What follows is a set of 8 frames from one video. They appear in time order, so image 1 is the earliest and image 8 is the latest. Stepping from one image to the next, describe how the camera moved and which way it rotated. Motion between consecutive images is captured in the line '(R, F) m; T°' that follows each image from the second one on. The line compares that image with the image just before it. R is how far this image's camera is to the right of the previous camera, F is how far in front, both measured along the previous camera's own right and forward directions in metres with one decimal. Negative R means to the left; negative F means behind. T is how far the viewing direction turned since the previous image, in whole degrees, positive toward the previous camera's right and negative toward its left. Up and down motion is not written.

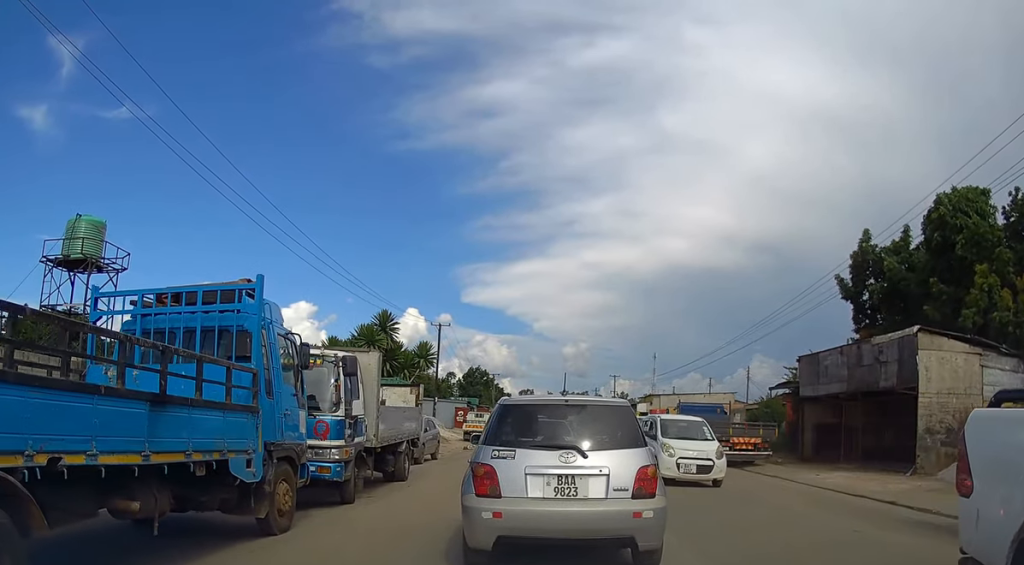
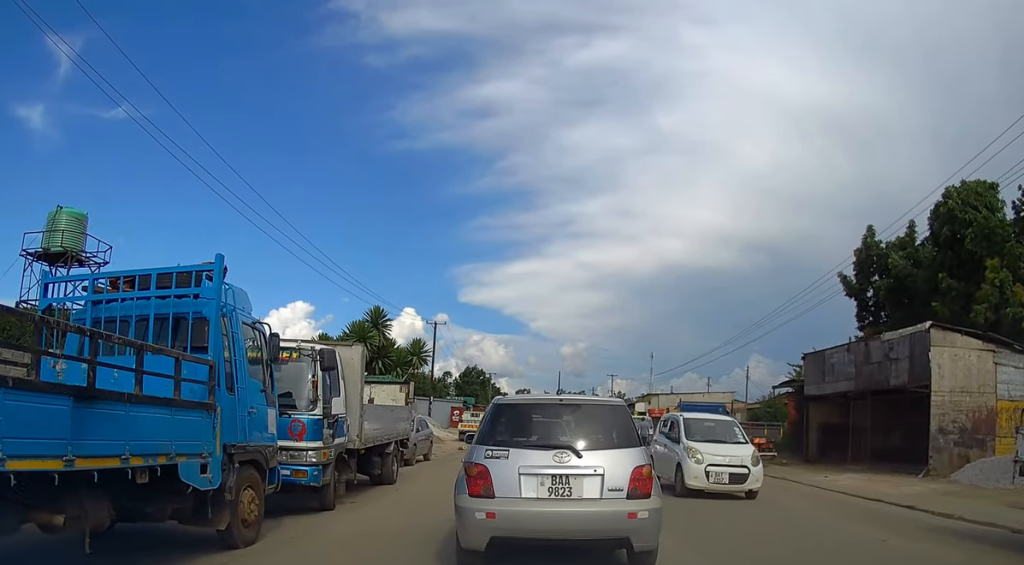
(+0.1, +0.9) m; +1°
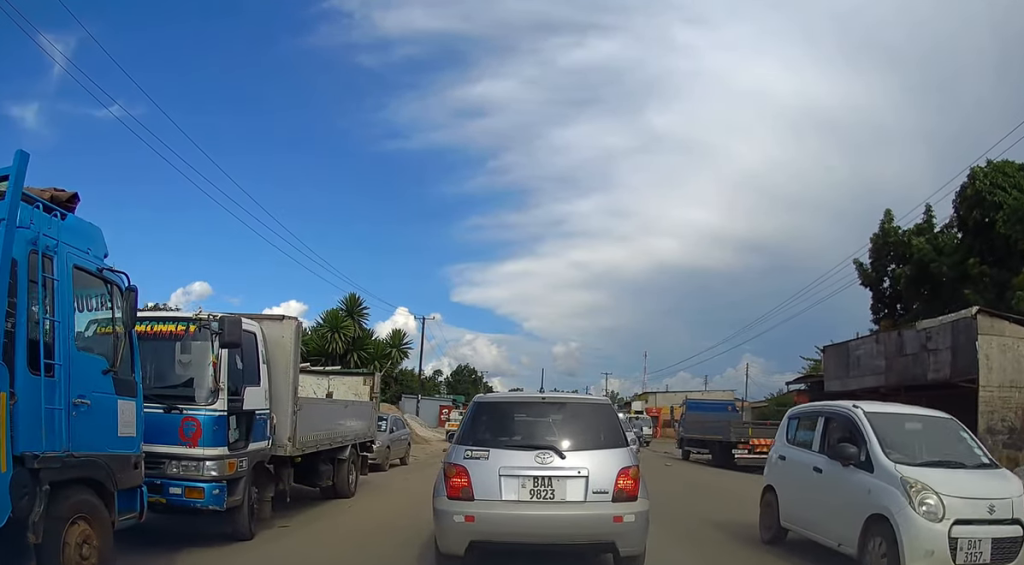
(0.0, +2.8) m; -4°
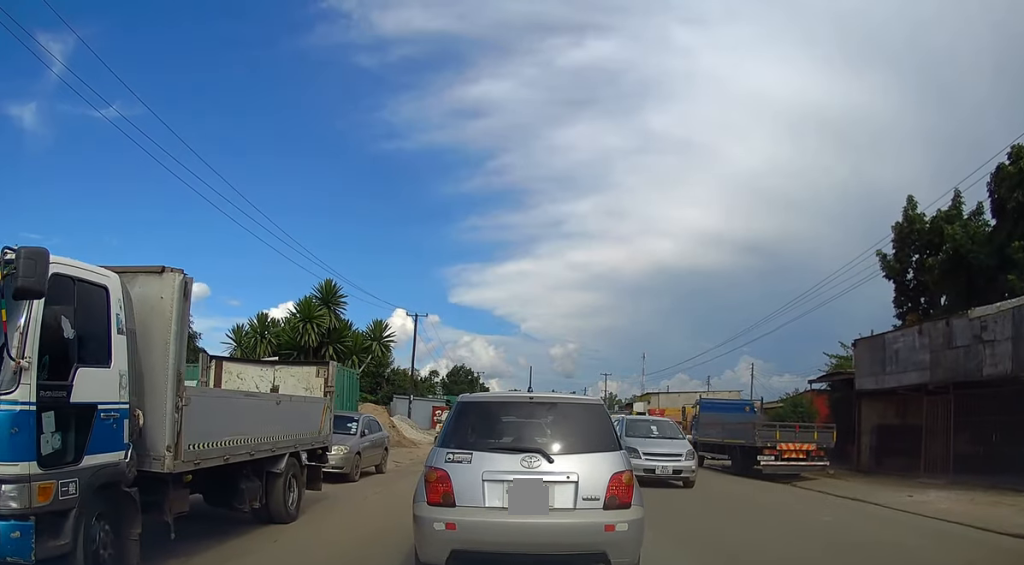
(-0.1, +2.9) m; +1°
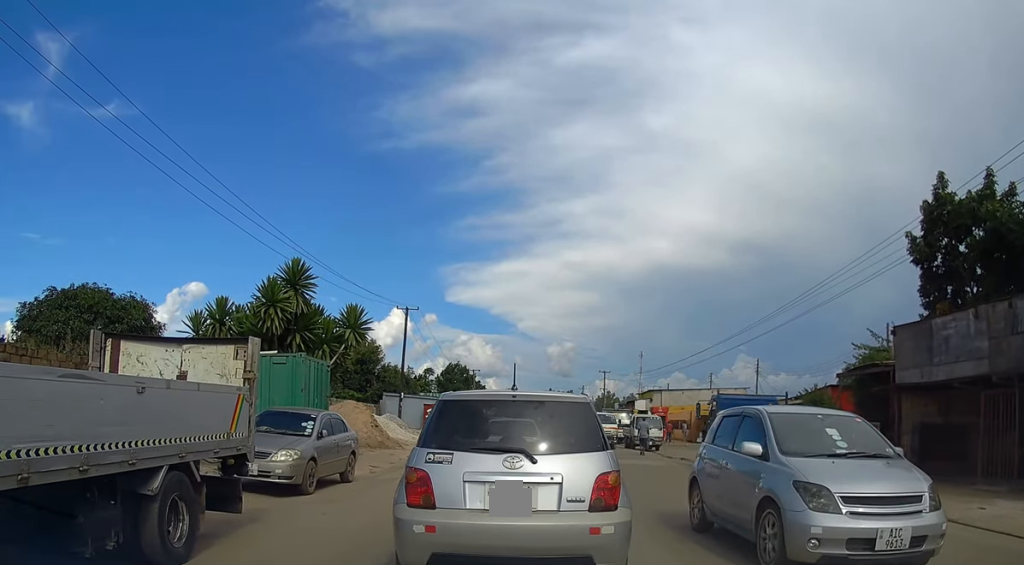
(0.0, +3.1) m; +1°
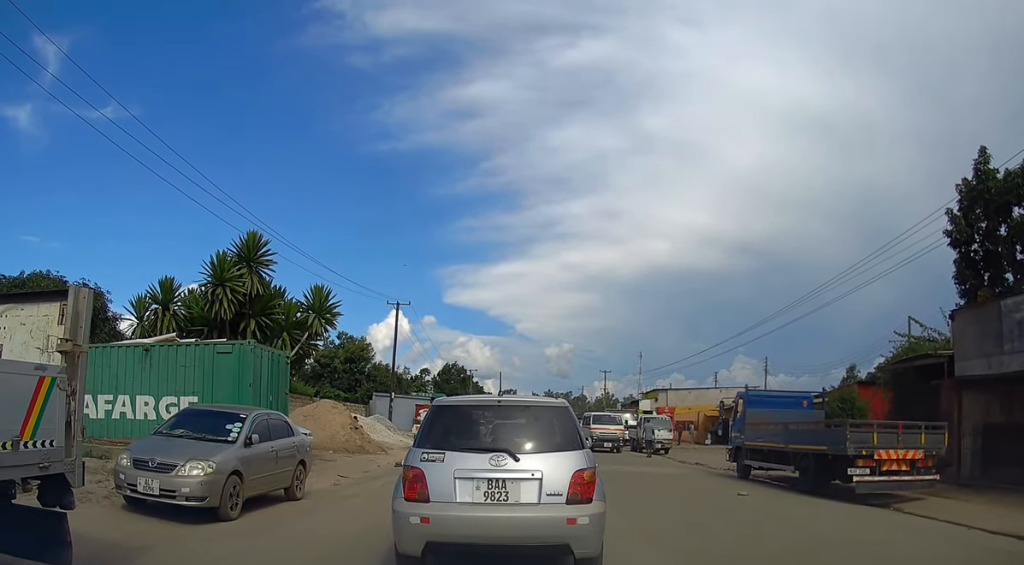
(+0.2, +3.3) m; +2°
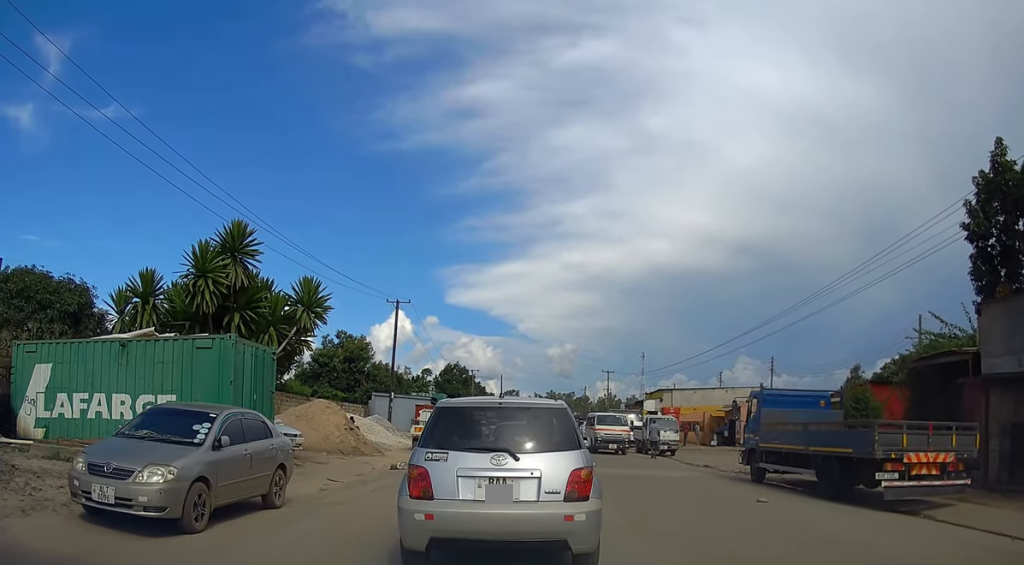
(0.0, +1.0) m; -1°
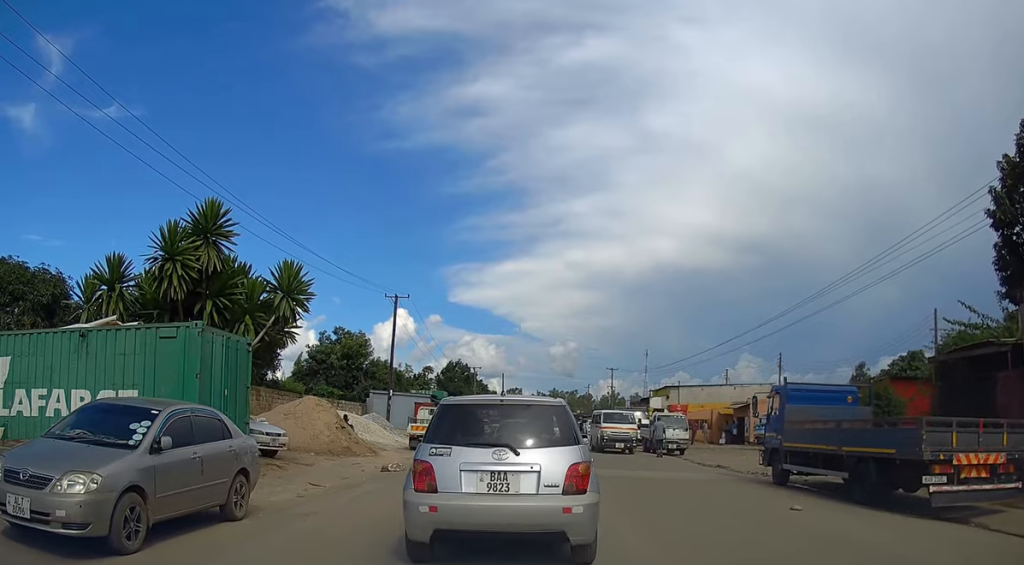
(0.0, +1.5) m; -1°
